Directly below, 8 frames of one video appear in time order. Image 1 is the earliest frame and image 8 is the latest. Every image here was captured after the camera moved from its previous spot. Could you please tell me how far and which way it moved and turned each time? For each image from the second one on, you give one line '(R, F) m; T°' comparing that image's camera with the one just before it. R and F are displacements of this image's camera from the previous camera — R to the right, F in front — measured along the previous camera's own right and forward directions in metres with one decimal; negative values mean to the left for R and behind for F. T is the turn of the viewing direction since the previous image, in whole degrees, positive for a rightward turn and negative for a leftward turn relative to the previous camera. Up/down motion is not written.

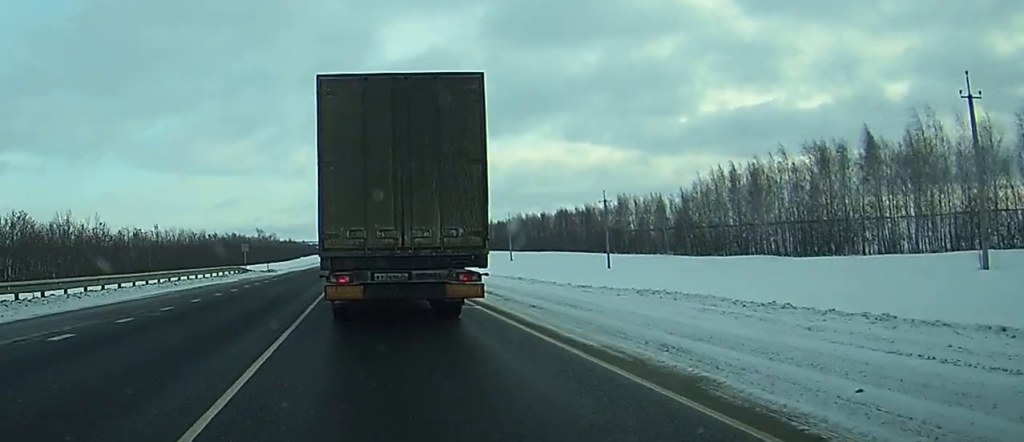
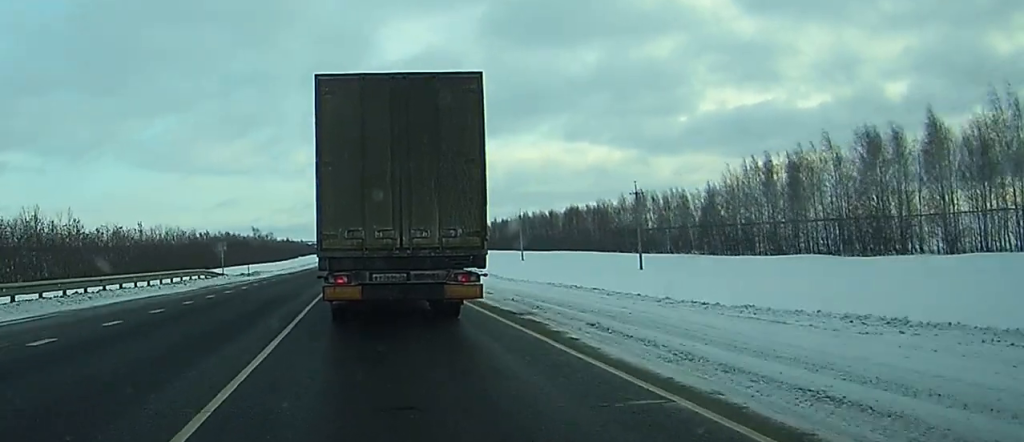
(0.0, +12.7) m; 0°
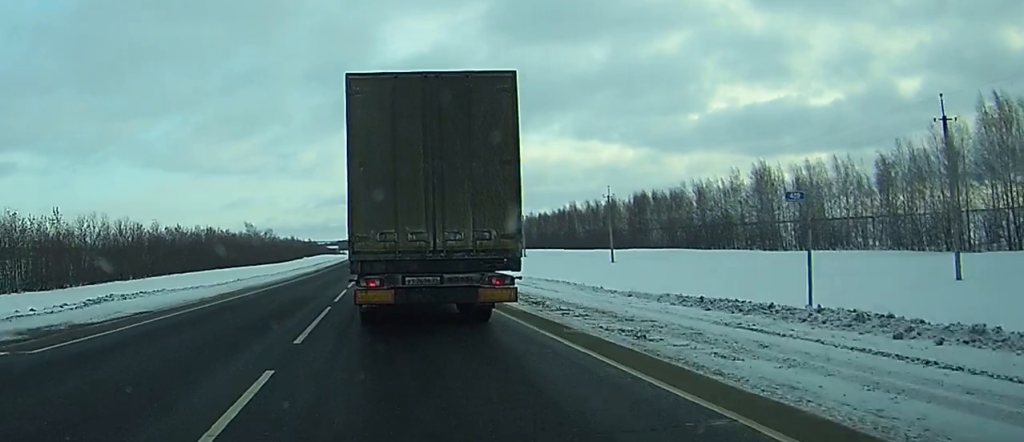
(-0.3, +51.7) m; +1°
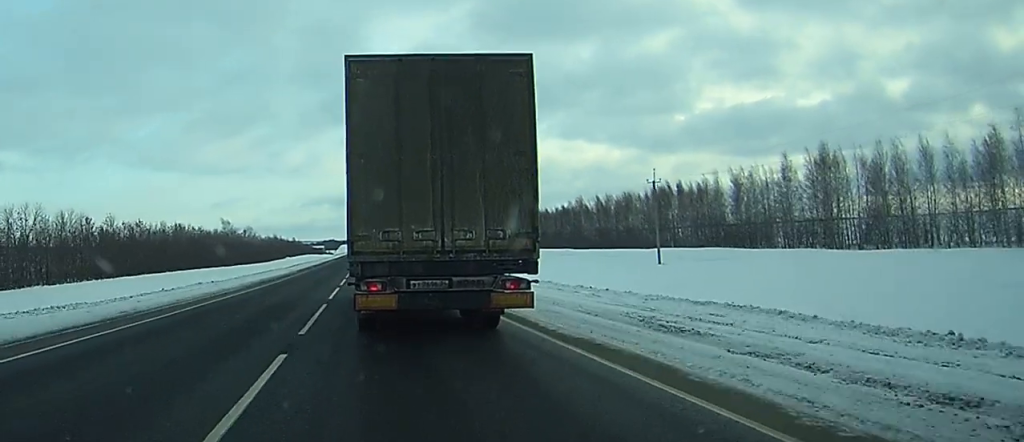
(+0.7, +21.4) m; +4°
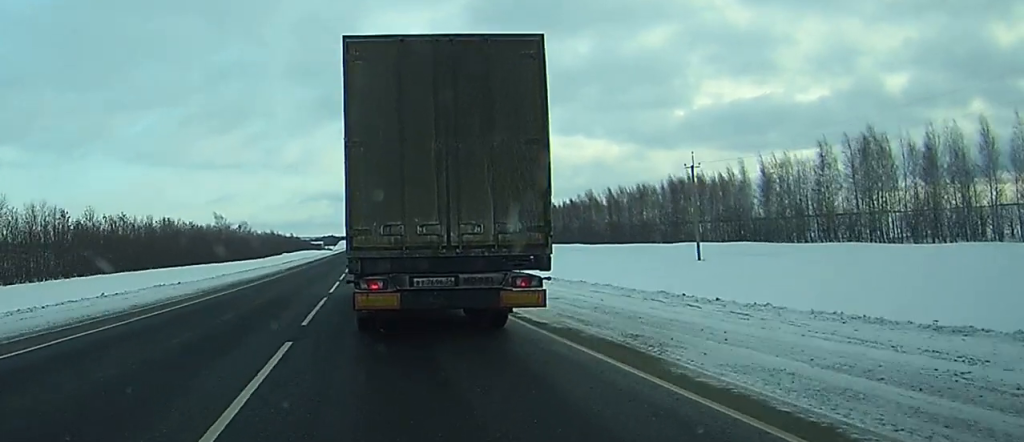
(+0.3, +10.6) m; +2°
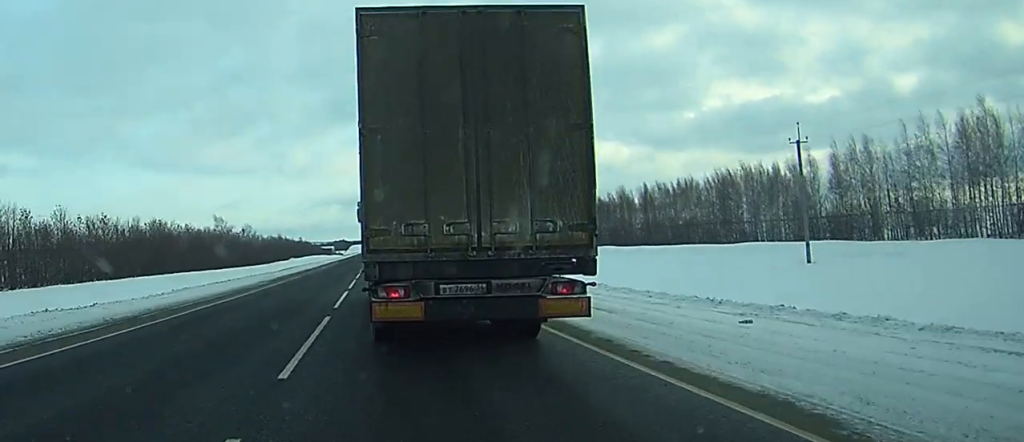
(0.0, +18.1) m; 0°
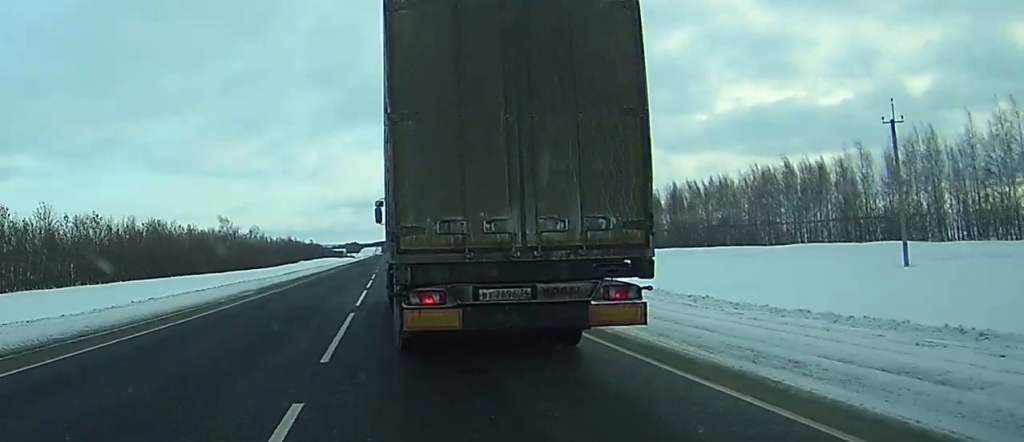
(0.0, +10.4) m; -4°
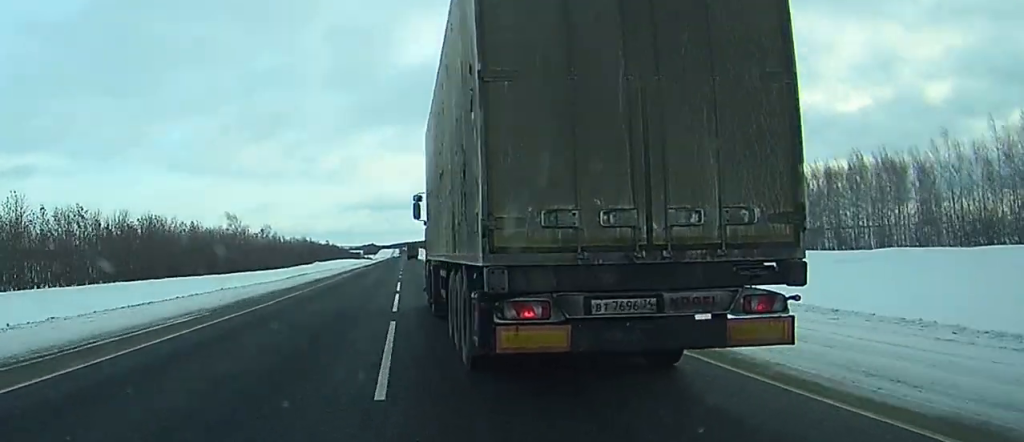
(+0.8, +14.3) m; -7°
